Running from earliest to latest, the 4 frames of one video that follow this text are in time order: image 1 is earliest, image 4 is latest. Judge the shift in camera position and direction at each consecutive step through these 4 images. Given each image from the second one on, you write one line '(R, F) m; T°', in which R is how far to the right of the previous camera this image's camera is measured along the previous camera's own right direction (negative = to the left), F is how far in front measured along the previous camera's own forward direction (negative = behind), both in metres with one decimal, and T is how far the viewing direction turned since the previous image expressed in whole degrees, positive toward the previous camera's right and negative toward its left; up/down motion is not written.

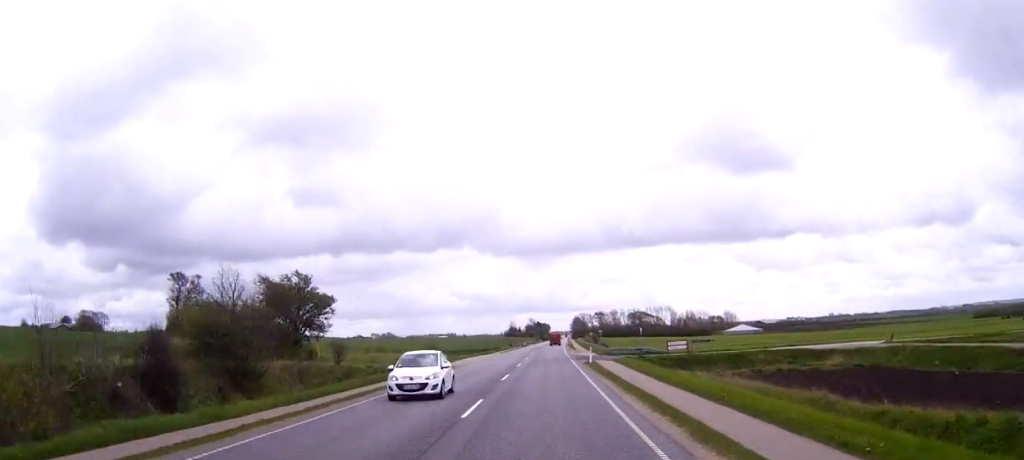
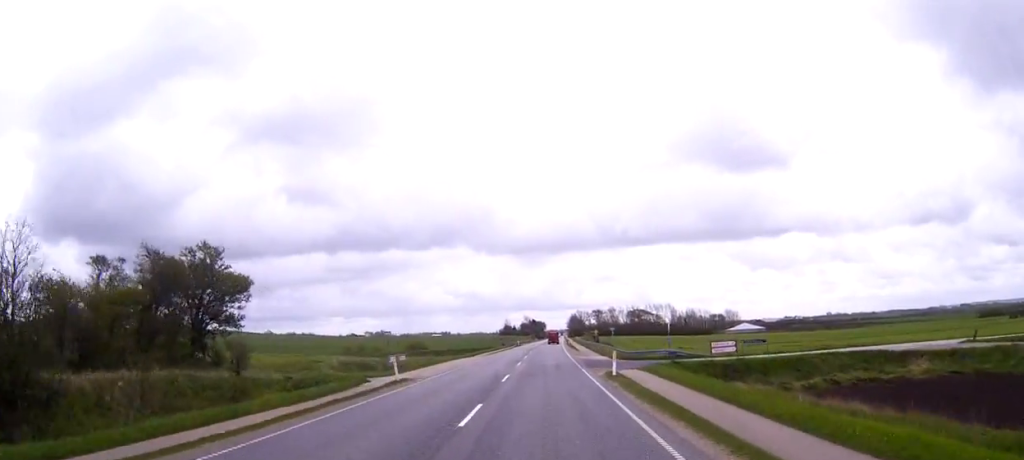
(+0.1, +16.9) m; 0°
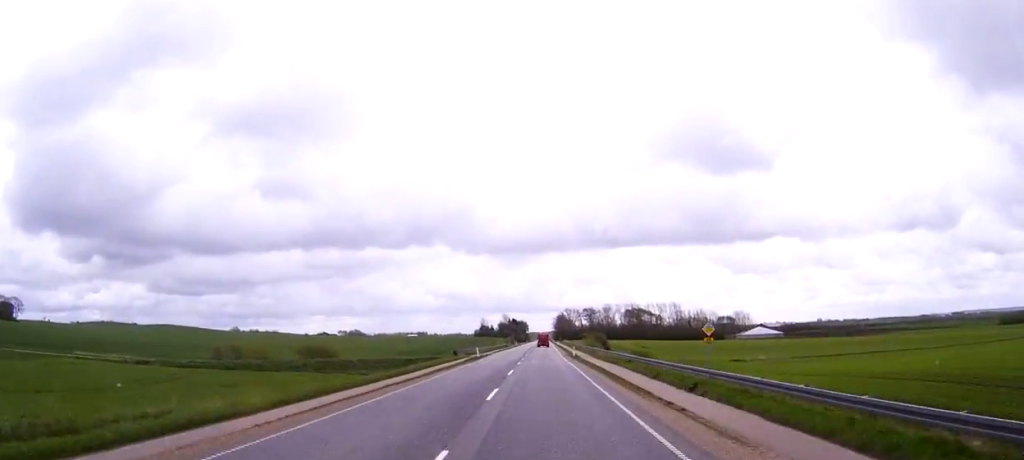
(+0.7, +67.9) m; +1°
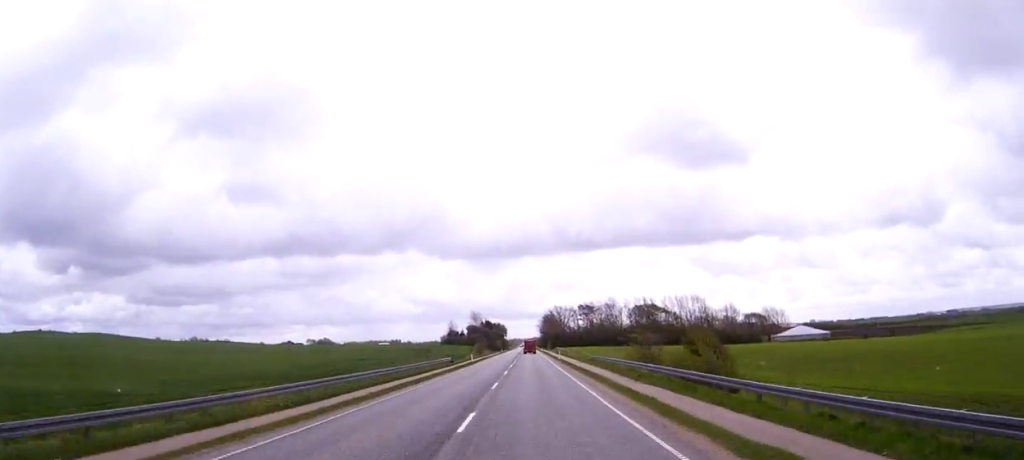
(+1.1, +91.1) m; +2°
